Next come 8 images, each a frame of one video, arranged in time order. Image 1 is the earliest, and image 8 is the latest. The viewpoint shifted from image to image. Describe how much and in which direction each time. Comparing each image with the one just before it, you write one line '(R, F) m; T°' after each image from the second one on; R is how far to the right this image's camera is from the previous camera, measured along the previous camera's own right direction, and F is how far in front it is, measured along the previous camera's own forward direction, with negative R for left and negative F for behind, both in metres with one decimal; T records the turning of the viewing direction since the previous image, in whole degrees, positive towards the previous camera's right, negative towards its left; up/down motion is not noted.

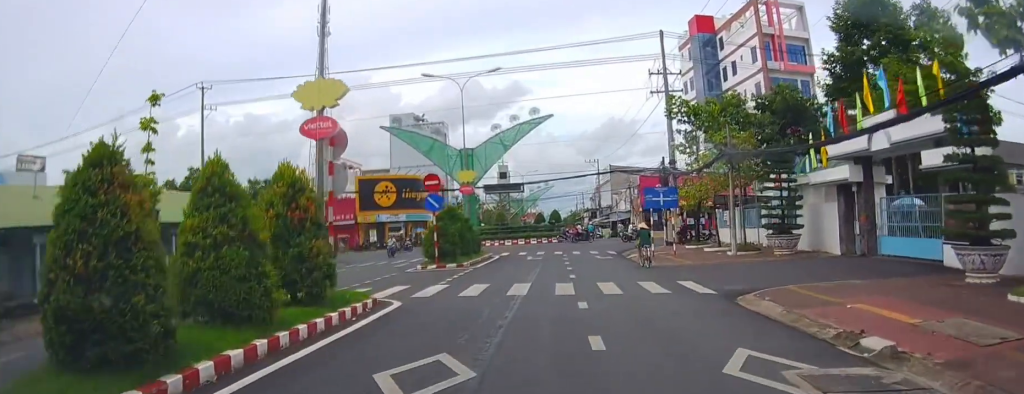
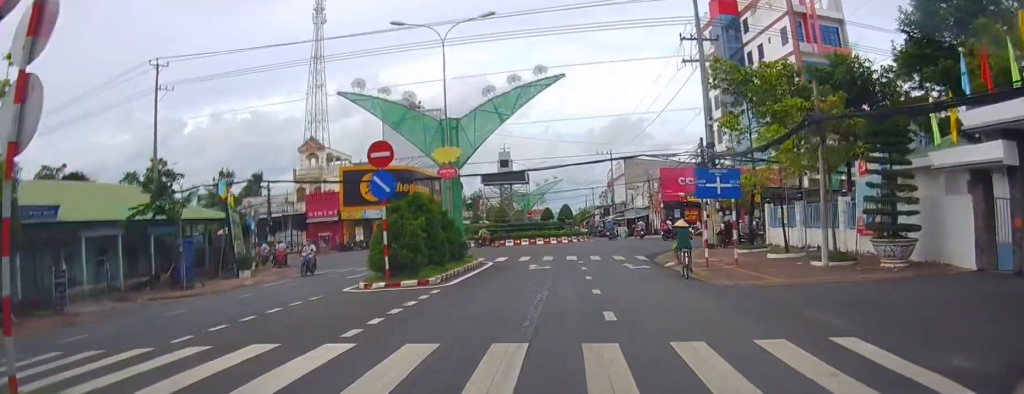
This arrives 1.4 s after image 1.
(+0.4, +10.3) m; +2°
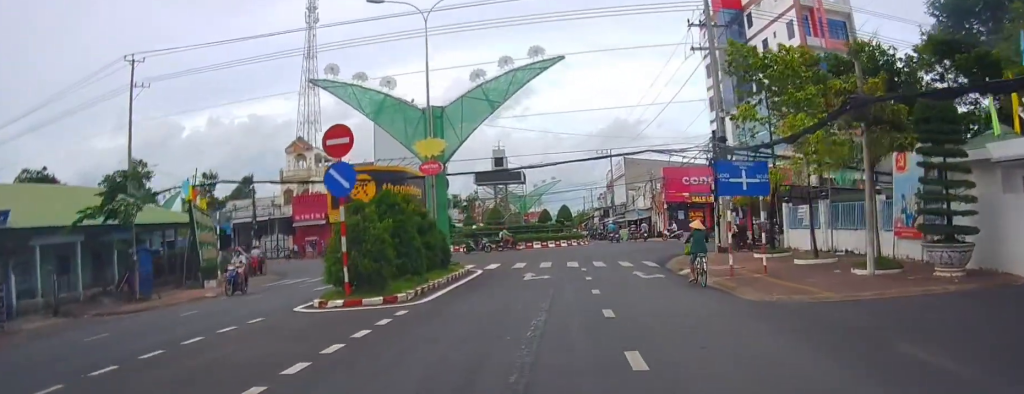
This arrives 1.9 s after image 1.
(0.0, +3.9) m; -3°
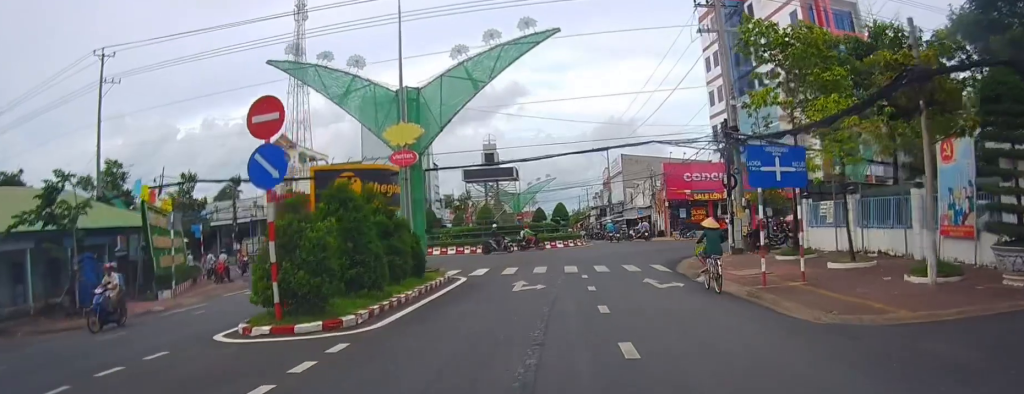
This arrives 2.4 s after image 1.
(+0.2, +4.3) m; -4°
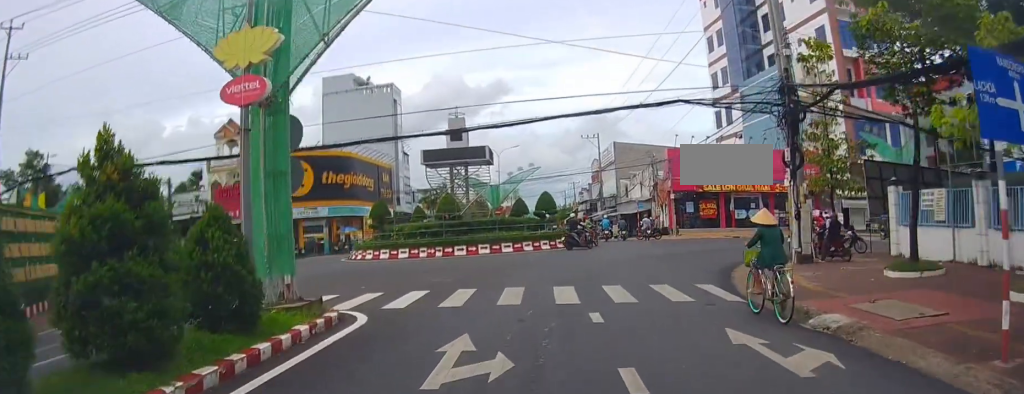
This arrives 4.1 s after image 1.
(-0.2, +12.4) m; +11°
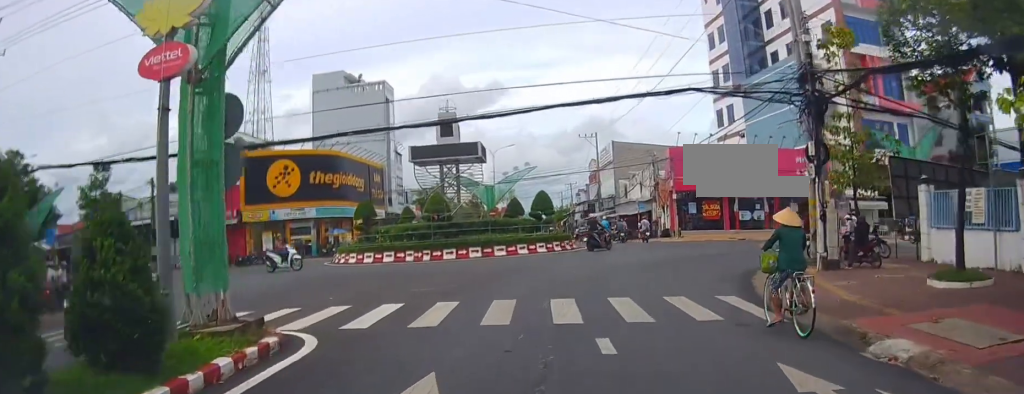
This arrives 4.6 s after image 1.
(+0.1, +3.0) m; +6°
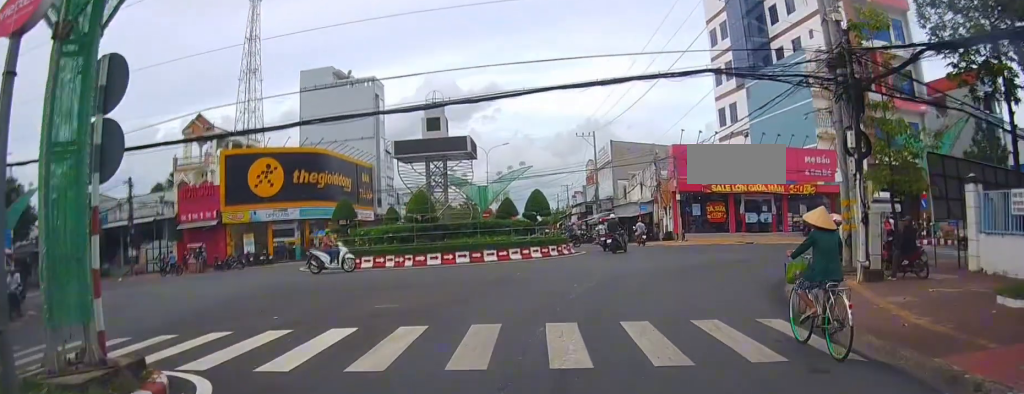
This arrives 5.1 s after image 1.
(+0.4, +3.5) m; 0°
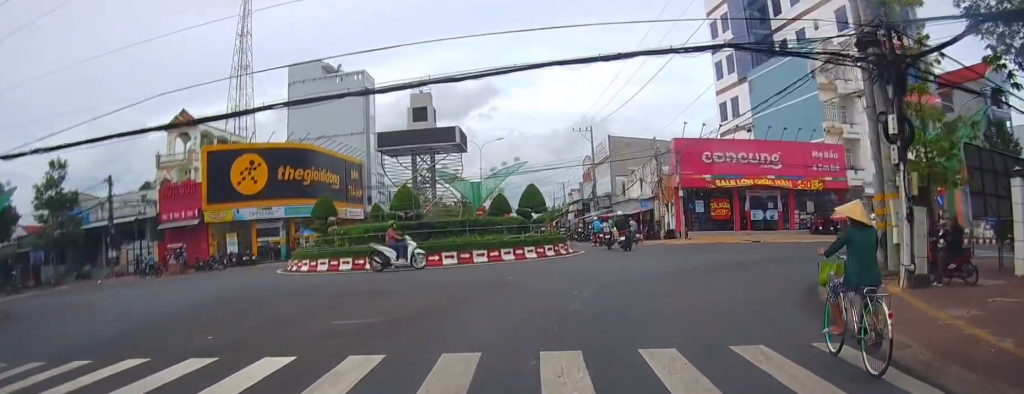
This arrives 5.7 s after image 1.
(+0.2, +3.1) m; -1°
